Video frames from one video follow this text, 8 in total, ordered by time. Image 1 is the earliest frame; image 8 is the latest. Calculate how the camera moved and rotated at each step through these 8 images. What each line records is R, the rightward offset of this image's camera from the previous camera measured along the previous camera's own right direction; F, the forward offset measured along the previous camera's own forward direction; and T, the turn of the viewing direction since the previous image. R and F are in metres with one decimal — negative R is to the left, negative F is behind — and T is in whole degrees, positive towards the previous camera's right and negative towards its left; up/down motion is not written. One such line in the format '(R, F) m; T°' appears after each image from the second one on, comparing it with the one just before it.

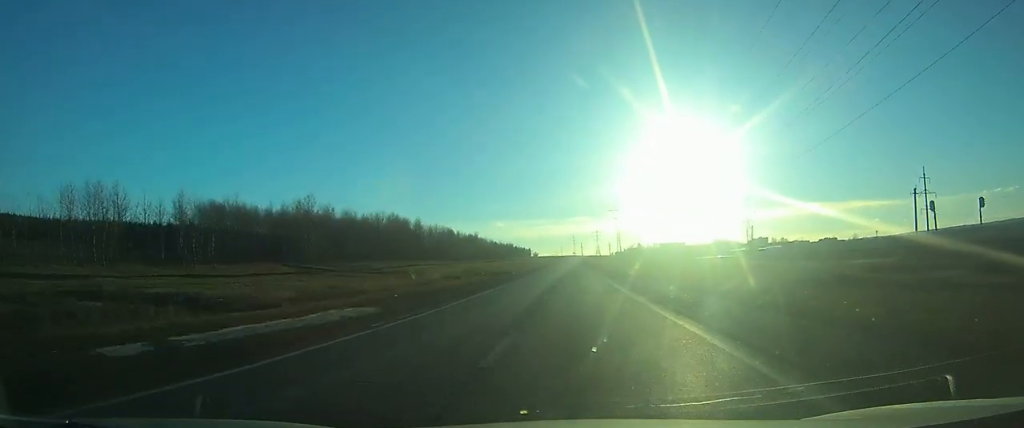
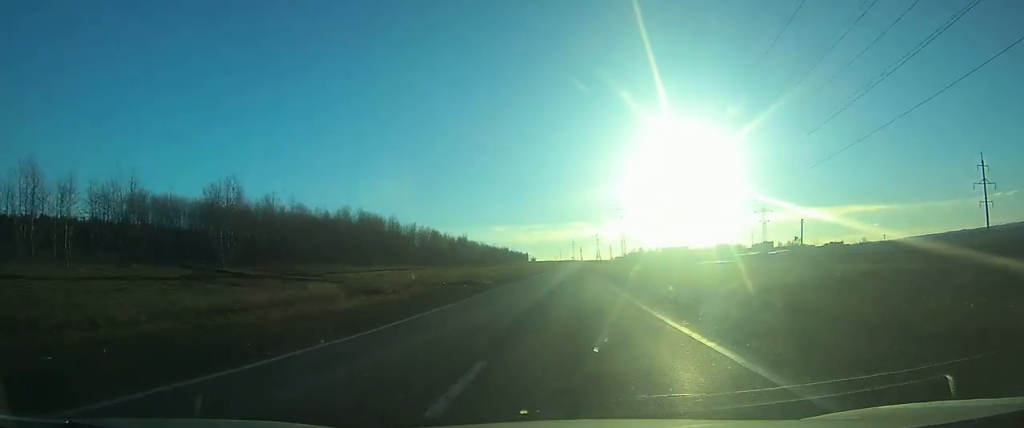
(0.0, +25.4) m; 0°
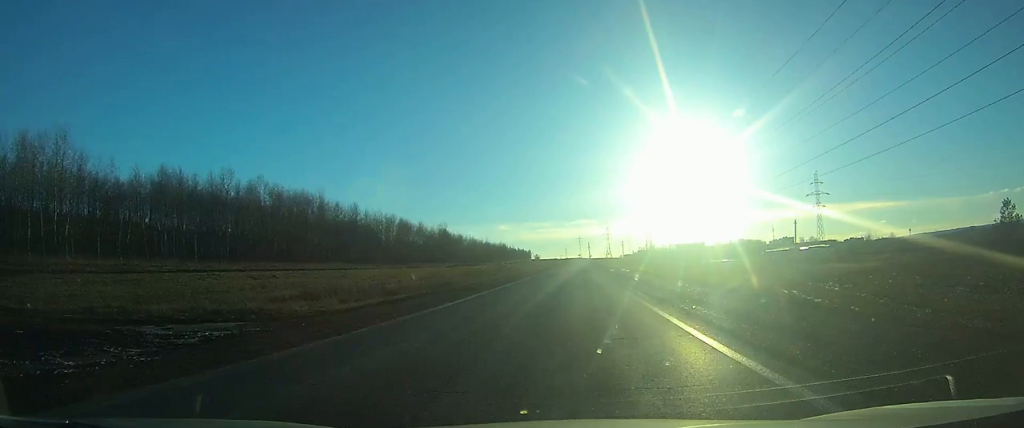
(+0.1, +52.0) m; 0°
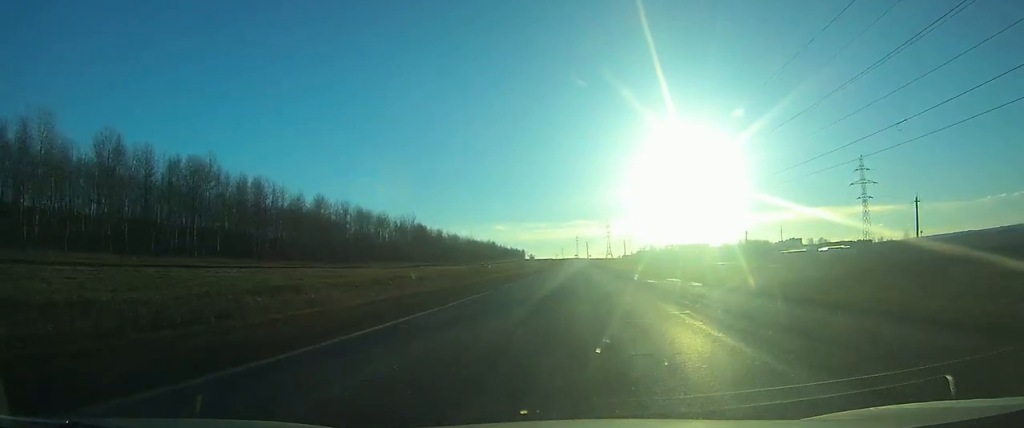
(+0.1, +36.8) m; 0°
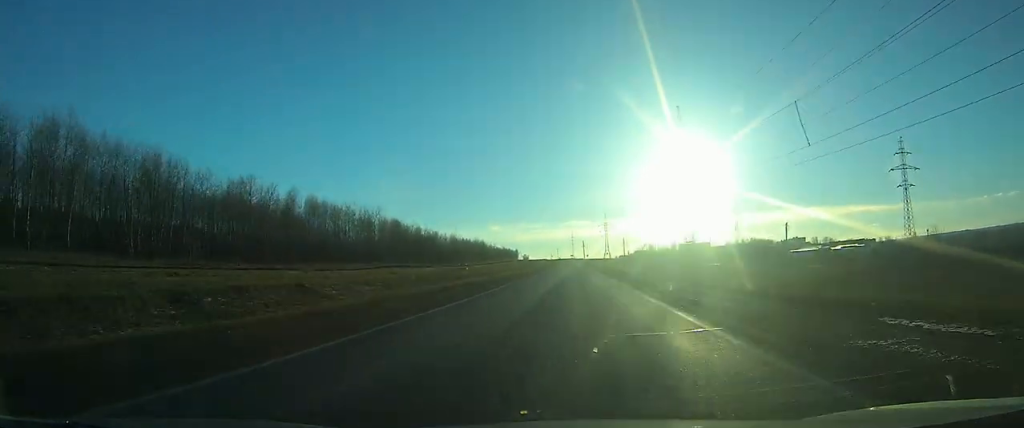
(0.0, +27.4) m; 0°
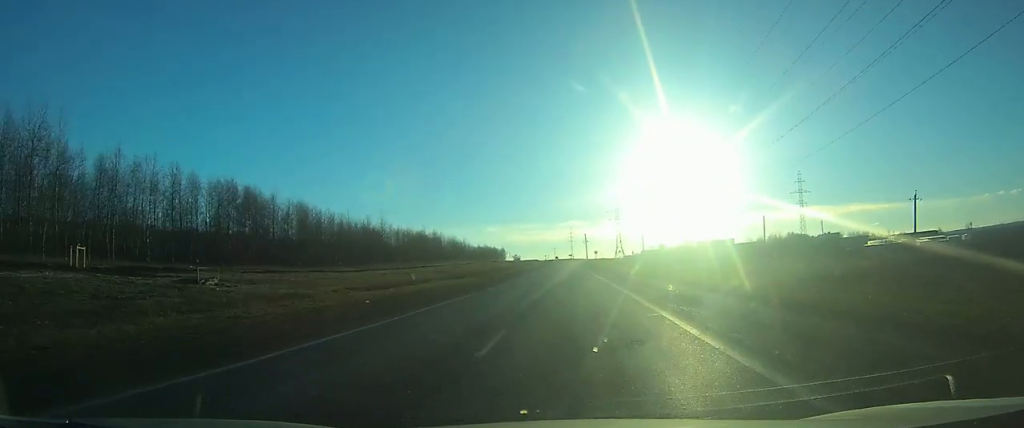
(+0.4, +96.8) m; 0°
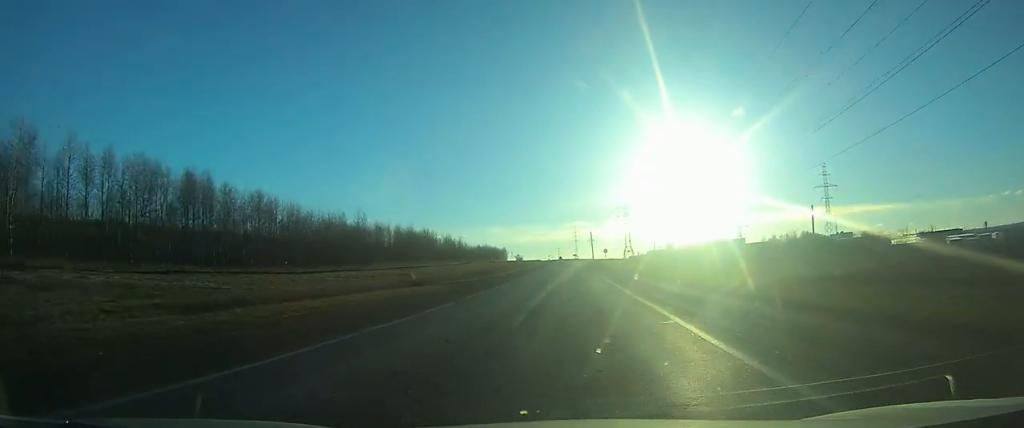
(-0.1, +19.0) m; 0°
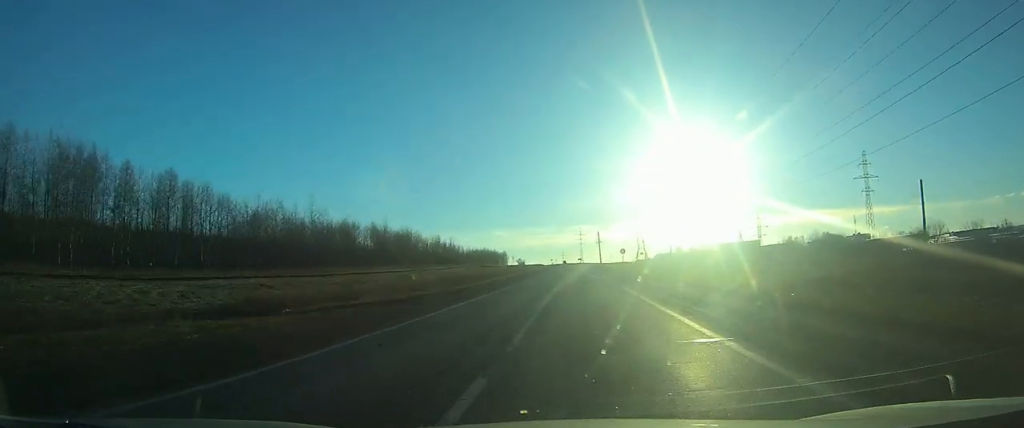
(-0.1, +26.2) m; 0°
